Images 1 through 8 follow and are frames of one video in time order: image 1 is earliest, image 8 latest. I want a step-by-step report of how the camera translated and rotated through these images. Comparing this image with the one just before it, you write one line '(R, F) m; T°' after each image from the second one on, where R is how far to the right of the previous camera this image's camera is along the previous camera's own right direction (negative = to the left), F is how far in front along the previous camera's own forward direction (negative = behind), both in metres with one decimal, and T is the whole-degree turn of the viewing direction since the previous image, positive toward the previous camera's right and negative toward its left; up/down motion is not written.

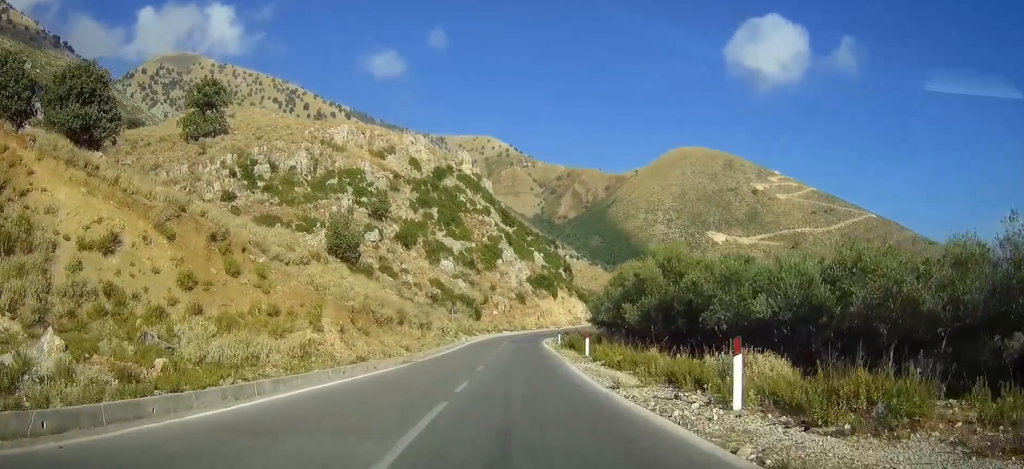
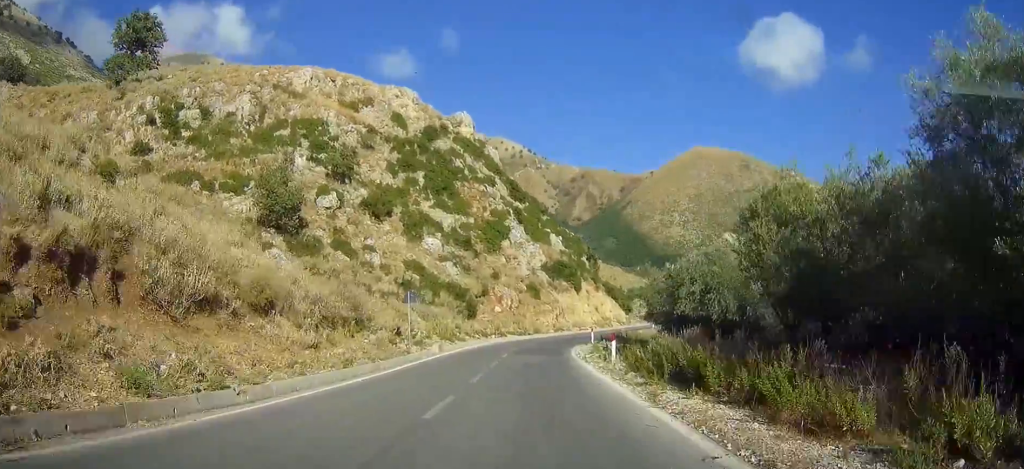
(0.0, +26.9) m; 0°
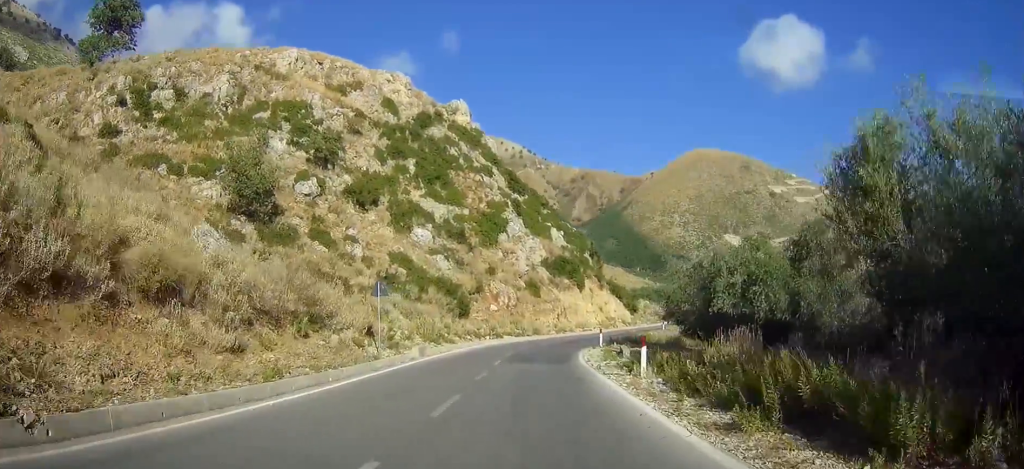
(0.0, +6.4) m; 0°
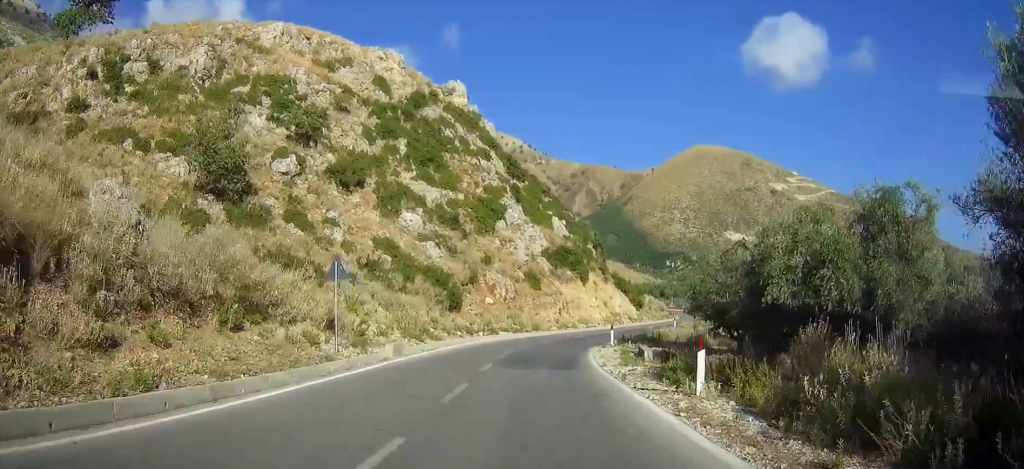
(0.0, +6.0) m; 0°
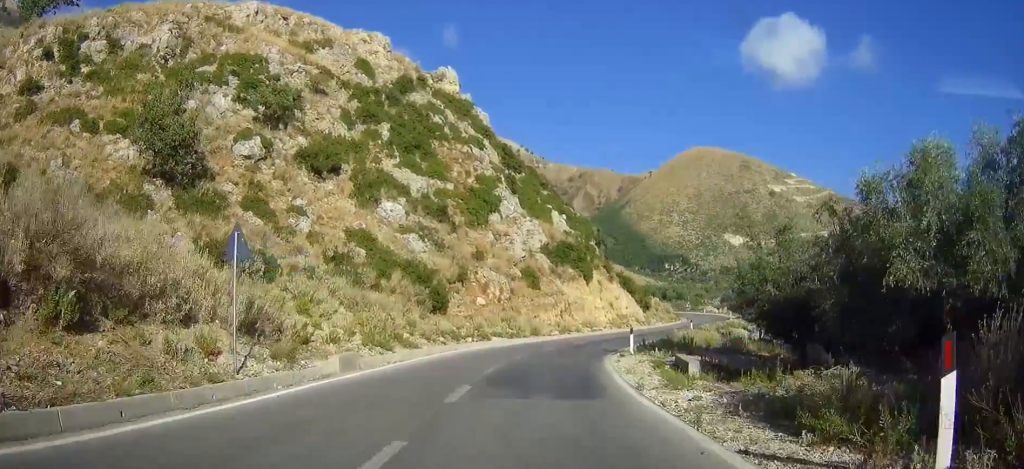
(0.0, +7.3) m; 0°
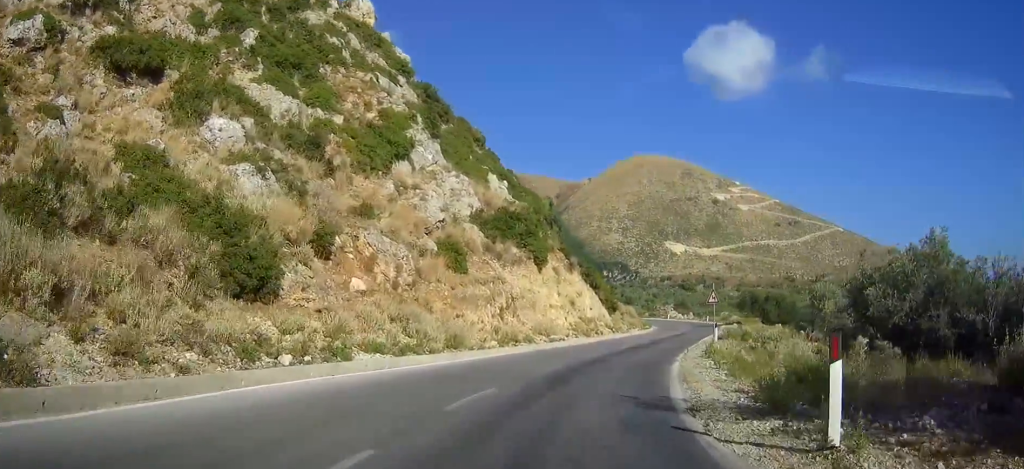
(+0.2, +22.2) m; +4°
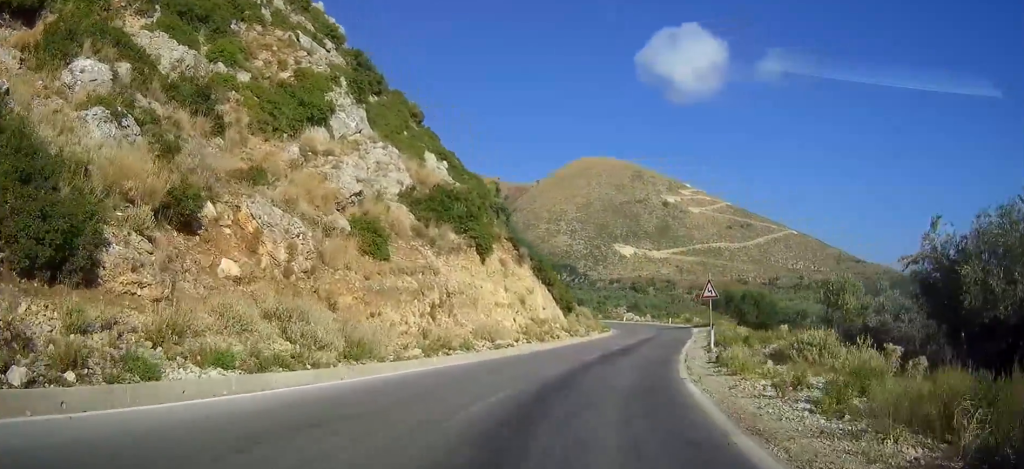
(+0.4, +8.3) m; +4°
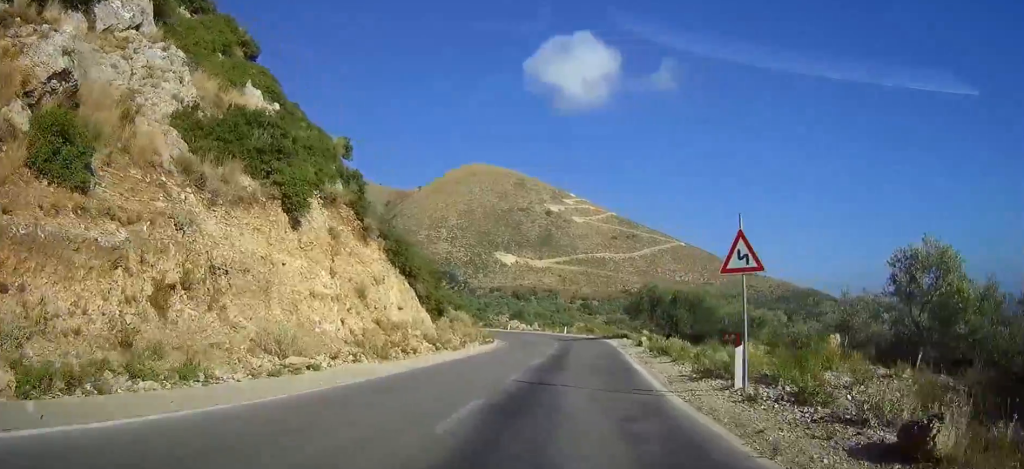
(+0.9, +15.3) m; +8°
